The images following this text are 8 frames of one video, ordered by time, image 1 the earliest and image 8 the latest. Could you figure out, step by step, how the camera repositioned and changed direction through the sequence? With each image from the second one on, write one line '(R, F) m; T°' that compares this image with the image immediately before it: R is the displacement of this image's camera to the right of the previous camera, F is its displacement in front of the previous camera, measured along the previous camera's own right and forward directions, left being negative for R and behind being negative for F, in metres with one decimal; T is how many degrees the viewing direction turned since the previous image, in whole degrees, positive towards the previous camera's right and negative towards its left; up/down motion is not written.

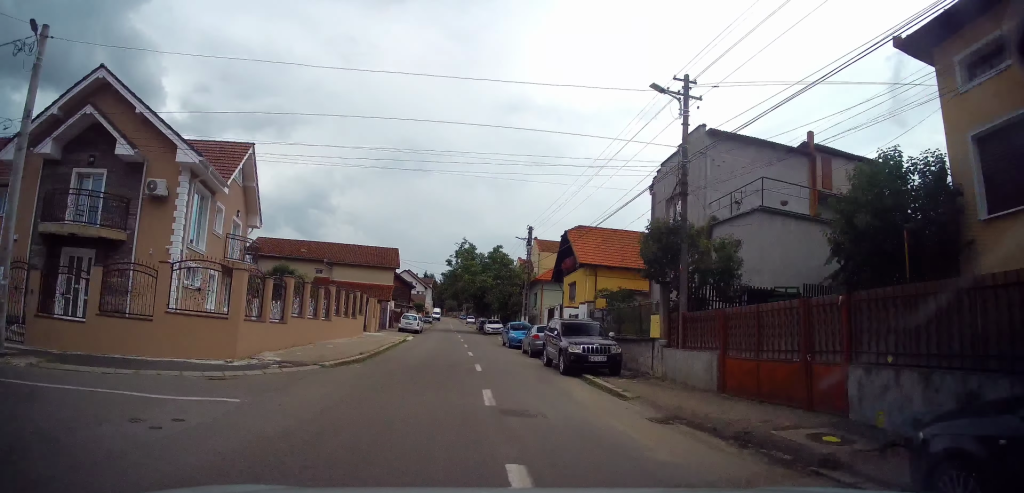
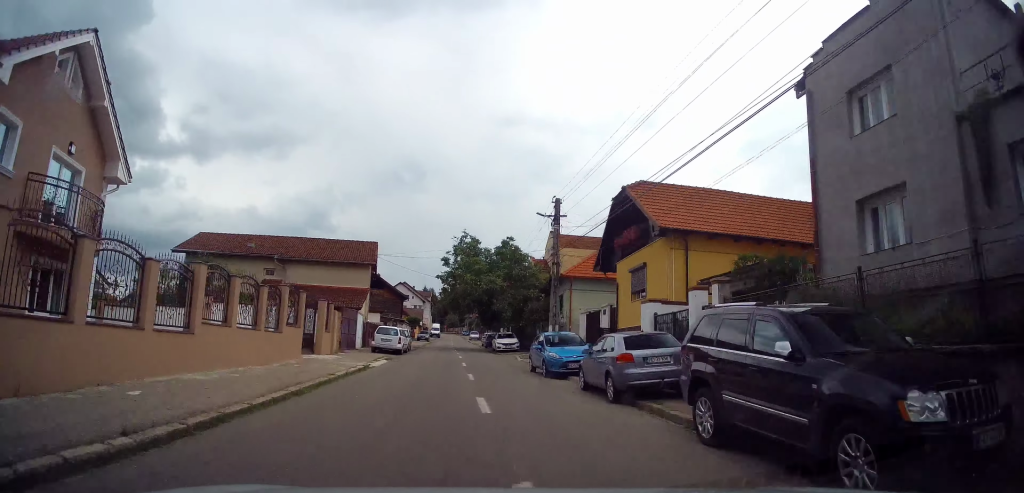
(0.0, +10.5) m; 0°
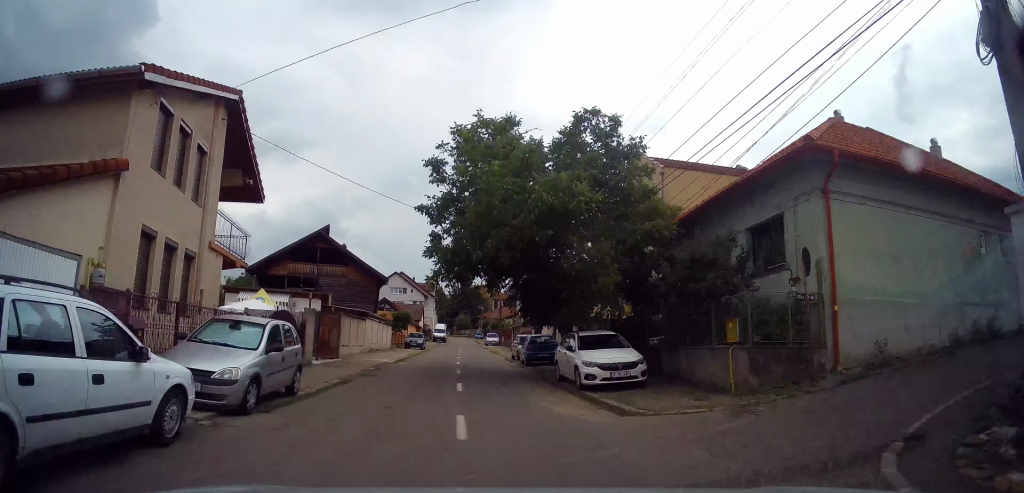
(-0.3, +20.3) m; -2°
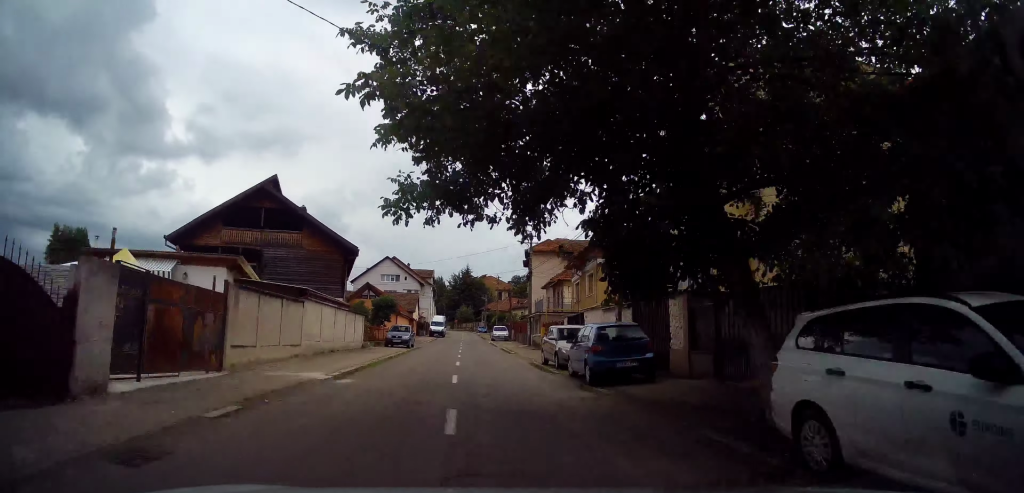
(-0.1, +9.7) m; -1°
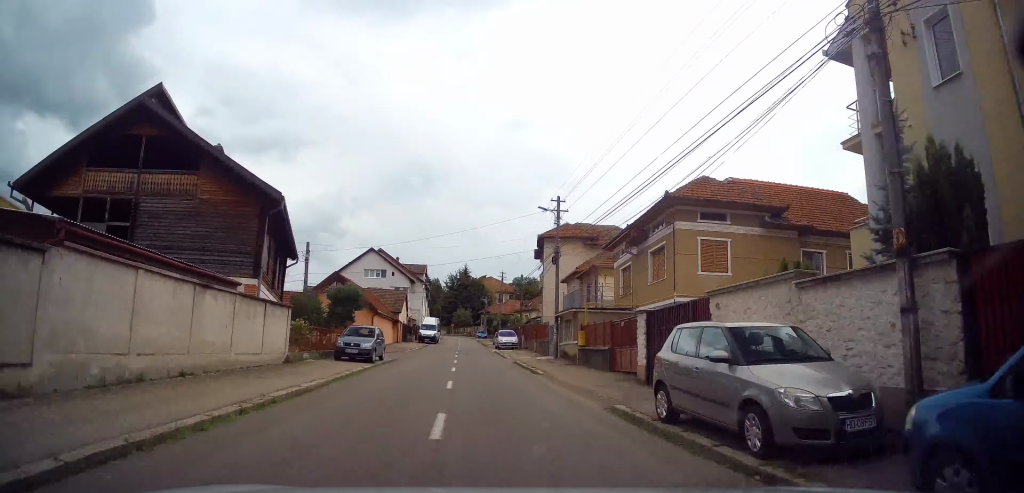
(-0.1, +12.6) m; 0°
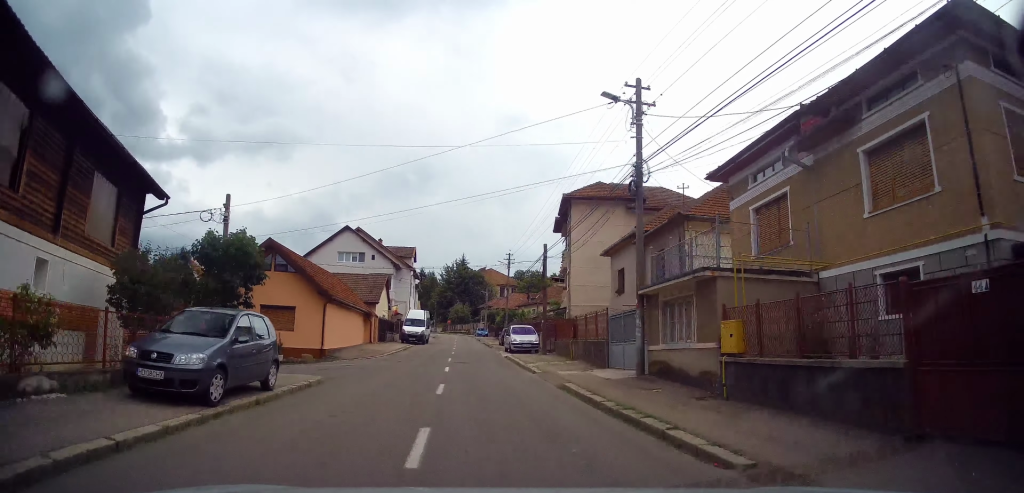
(+0.2, +16.0) m; +1°
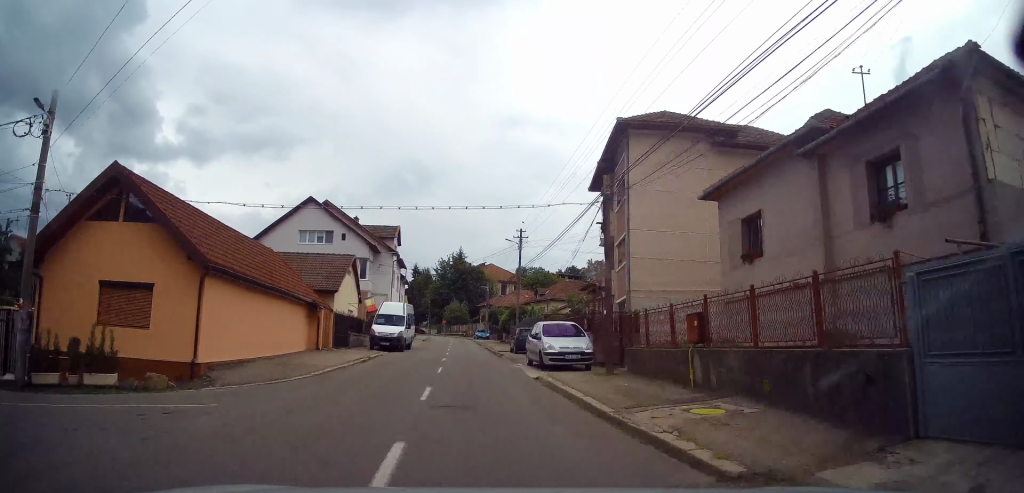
(+0.1, +17.0) m; +1°
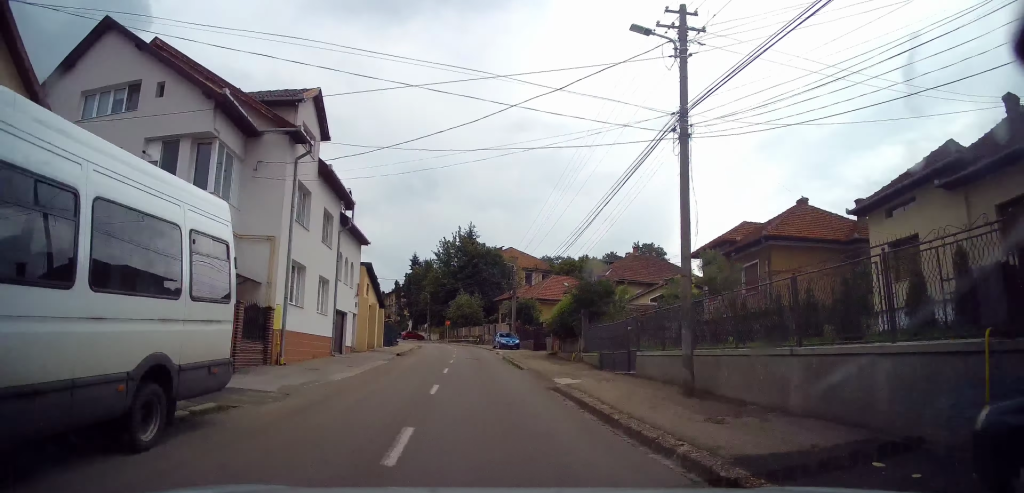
(-0.1, +35.8) m; -2°
